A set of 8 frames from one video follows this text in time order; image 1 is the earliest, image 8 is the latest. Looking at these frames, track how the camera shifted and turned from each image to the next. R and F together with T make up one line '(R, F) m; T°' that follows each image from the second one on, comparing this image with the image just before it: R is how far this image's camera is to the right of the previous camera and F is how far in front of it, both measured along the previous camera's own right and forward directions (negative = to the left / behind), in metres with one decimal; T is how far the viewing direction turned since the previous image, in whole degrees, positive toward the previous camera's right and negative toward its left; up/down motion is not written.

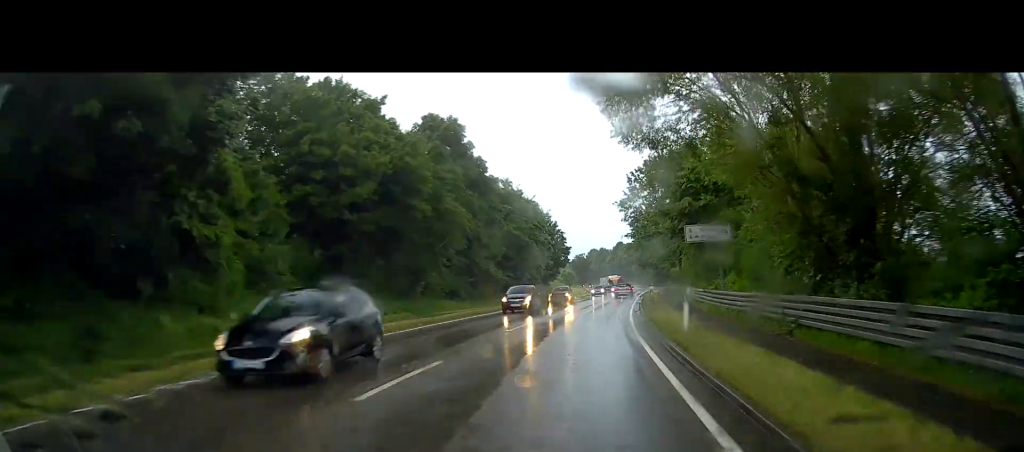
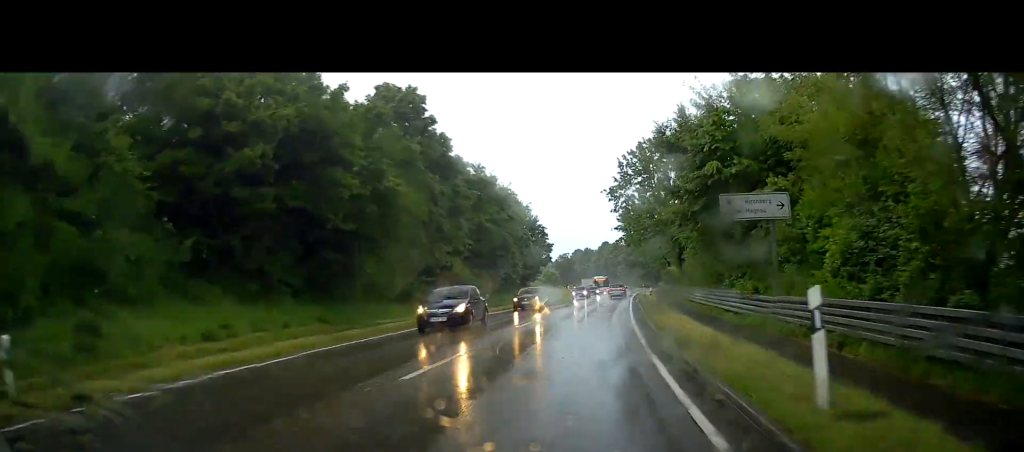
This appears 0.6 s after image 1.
(+0.1, +10.3) m; +1°
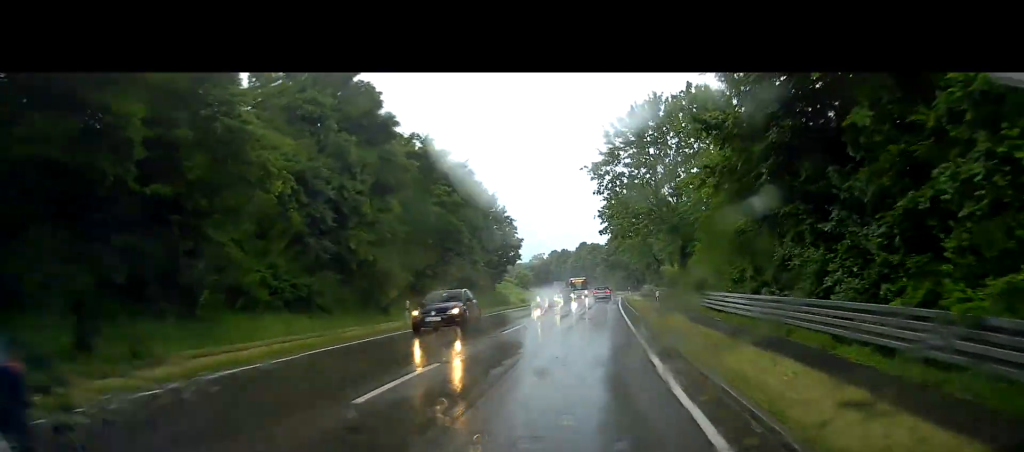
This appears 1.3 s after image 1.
(+0.1, +14.0) m; +3°
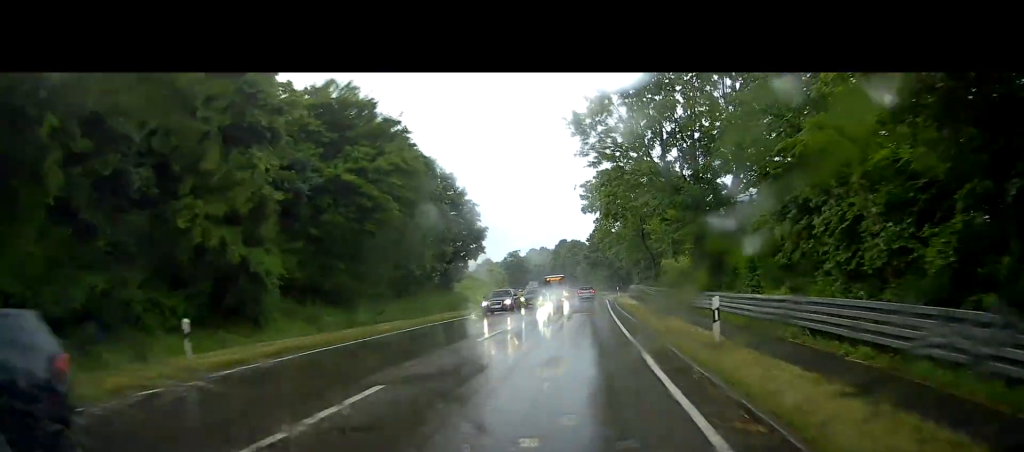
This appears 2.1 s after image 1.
(+0.6, +14.7) m; +3°
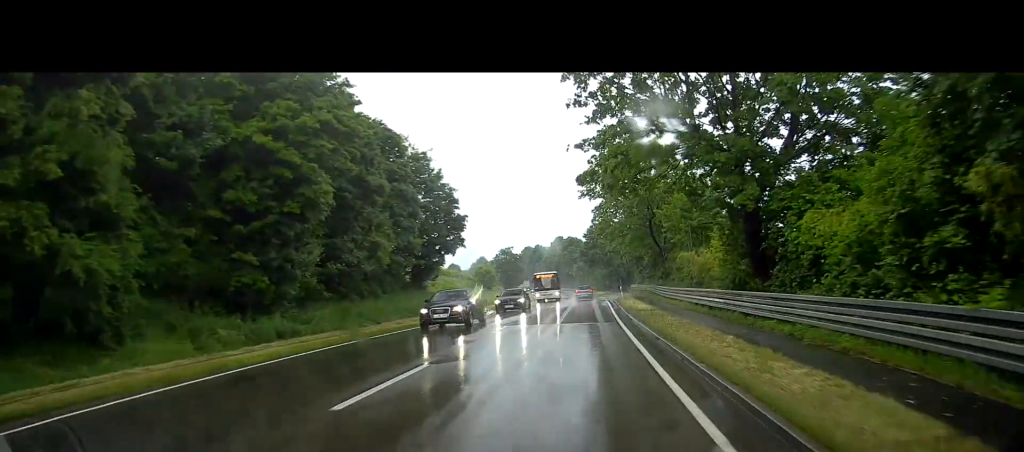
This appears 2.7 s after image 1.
(+0.2, +9.8) m; +1°
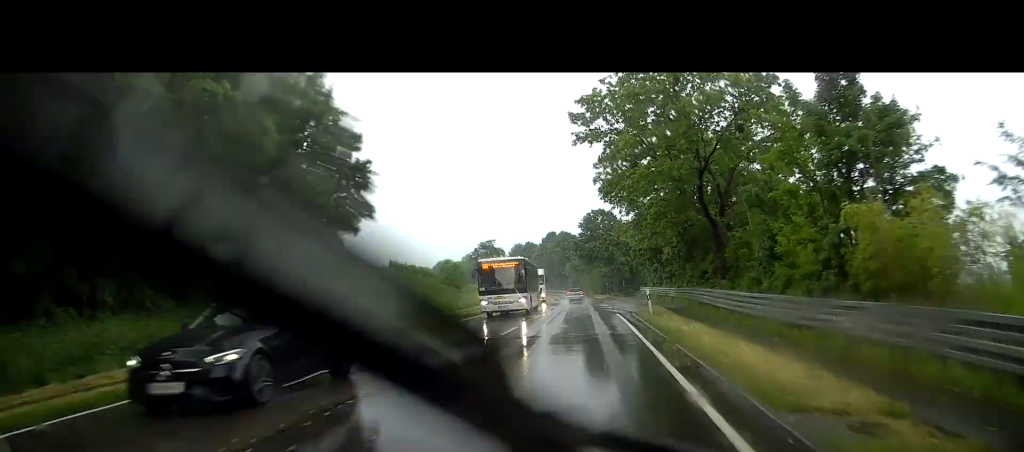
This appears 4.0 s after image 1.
(-0.1, +24.4) m; 0°
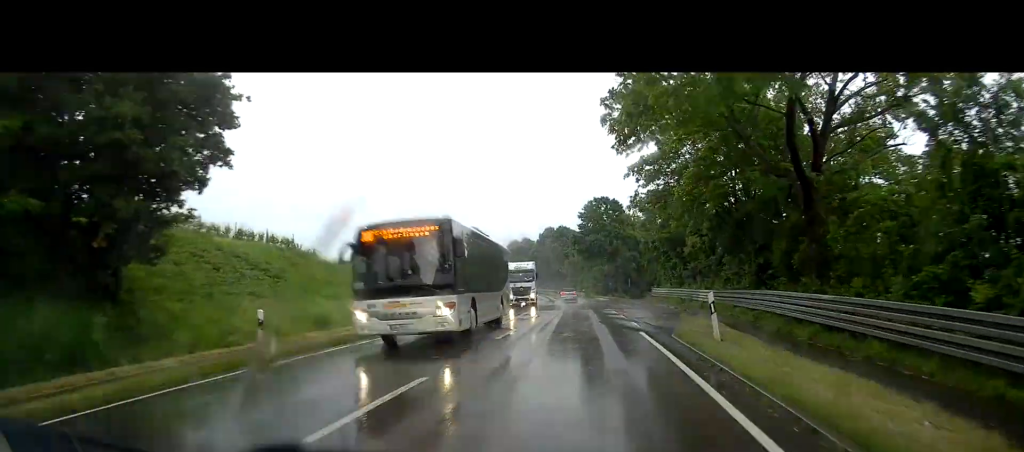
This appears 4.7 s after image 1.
(0.0, +13.4) m; +1°
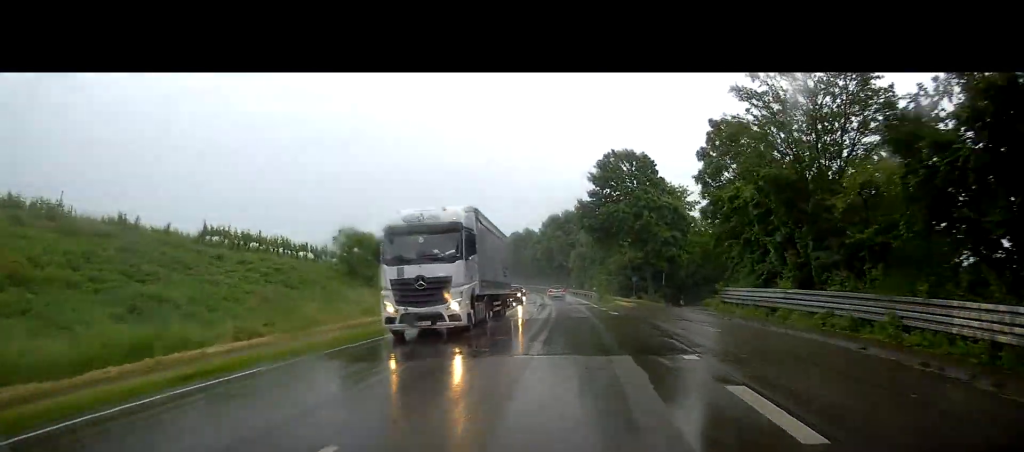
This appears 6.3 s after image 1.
(+0.6, +27.9) m; 0°
